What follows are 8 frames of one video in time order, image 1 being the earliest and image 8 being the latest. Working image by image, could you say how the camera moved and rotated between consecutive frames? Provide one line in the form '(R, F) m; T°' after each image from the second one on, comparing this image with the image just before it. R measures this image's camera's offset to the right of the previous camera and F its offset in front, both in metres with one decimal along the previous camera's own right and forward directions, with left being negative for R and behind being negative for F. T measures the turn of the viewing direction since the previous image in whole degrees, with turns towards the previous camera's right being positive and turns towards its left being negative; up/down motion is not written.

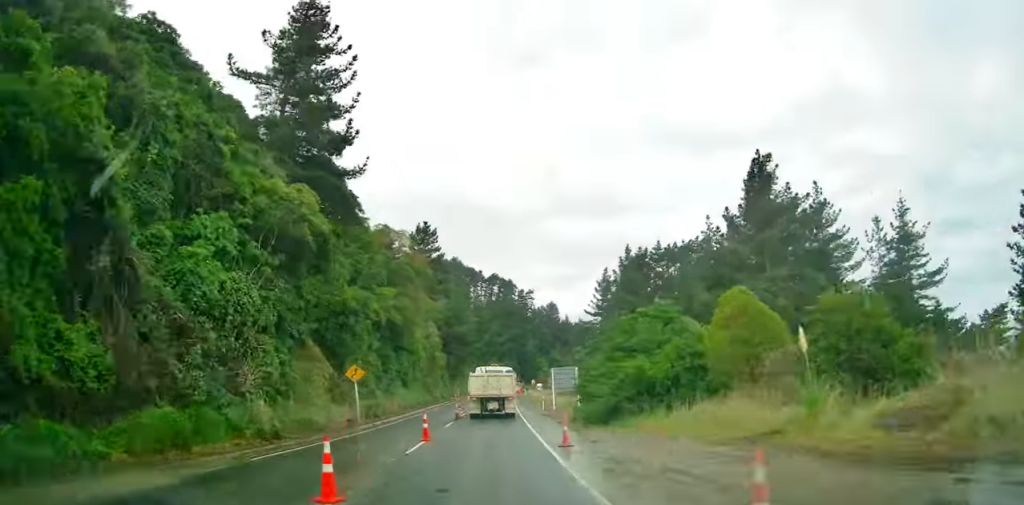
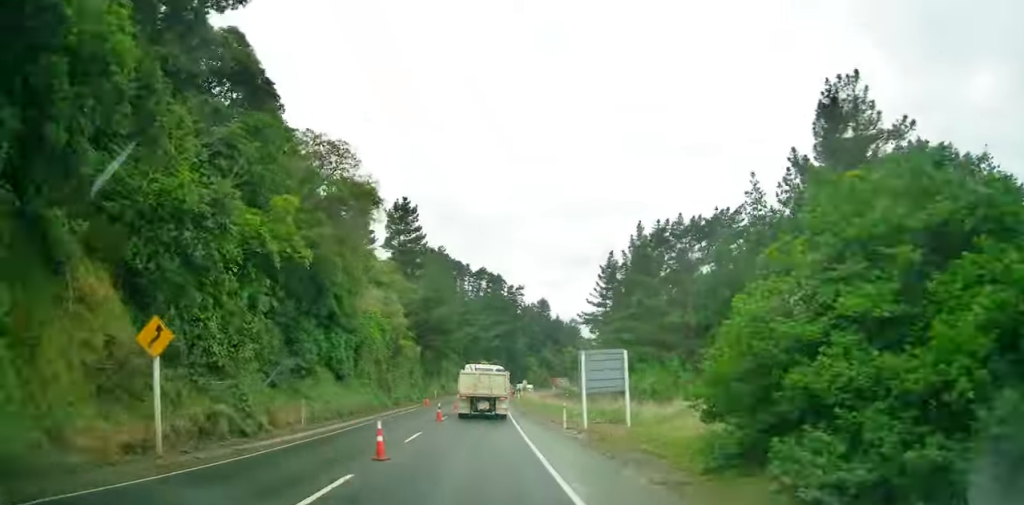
(+0.7, +16.5) m; 0°
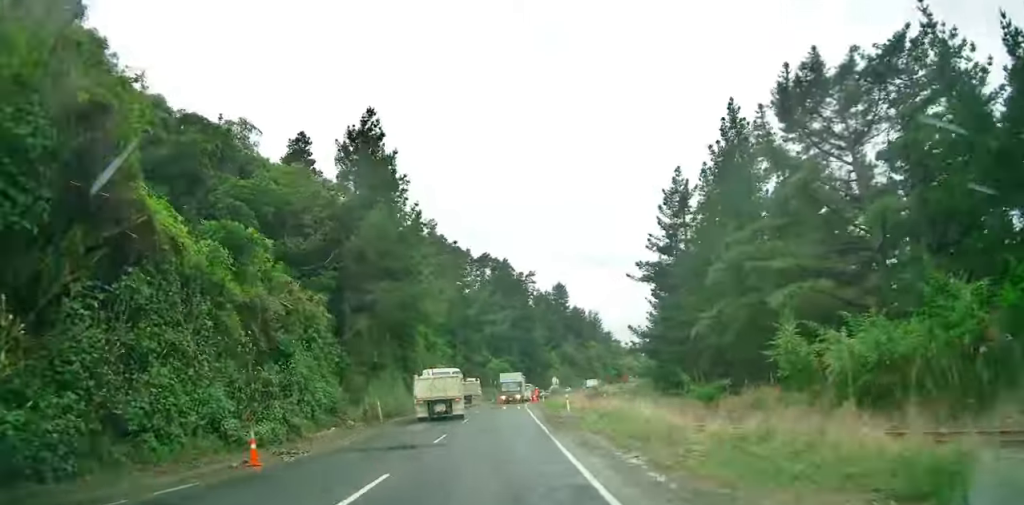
(-0.6, +40.8) m; -2°
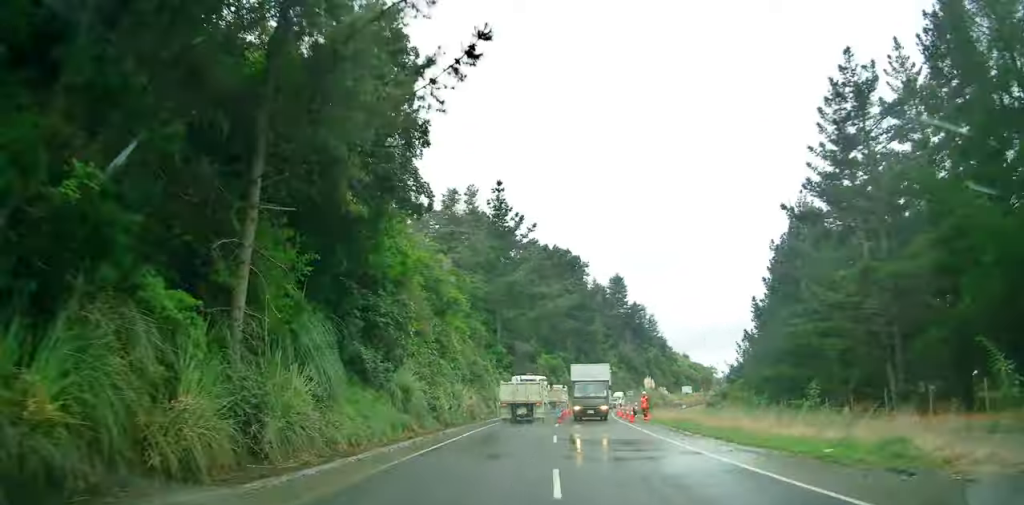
(-0.4, +29.5) m; +1°
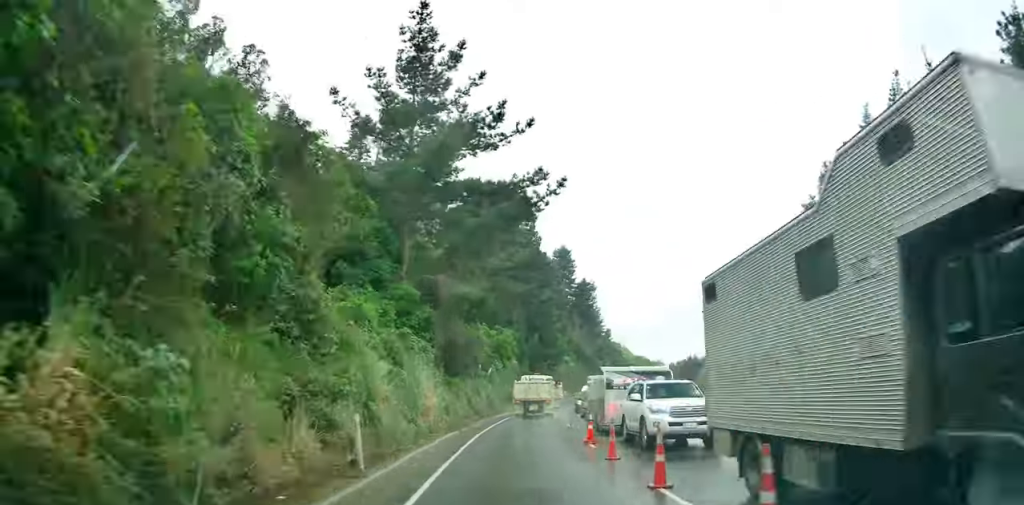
(+0.7, +32.2) m; +11°
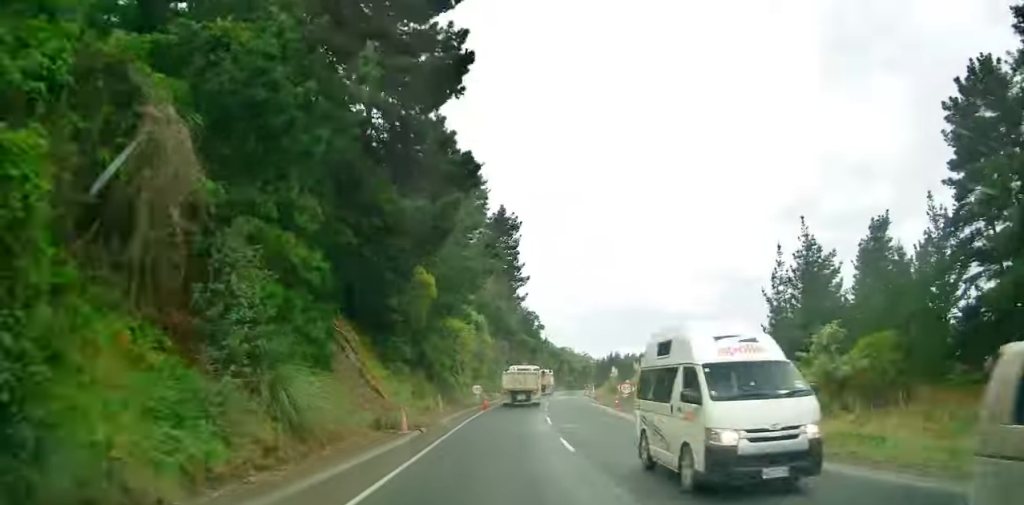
(+13.4, +56.1) m; +8°
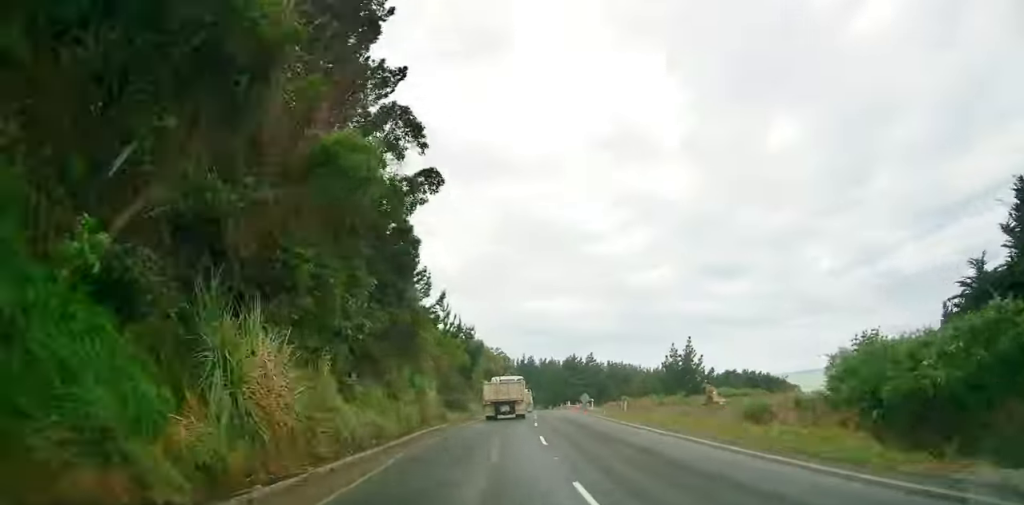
(-7.5, +79.5) m; -6°
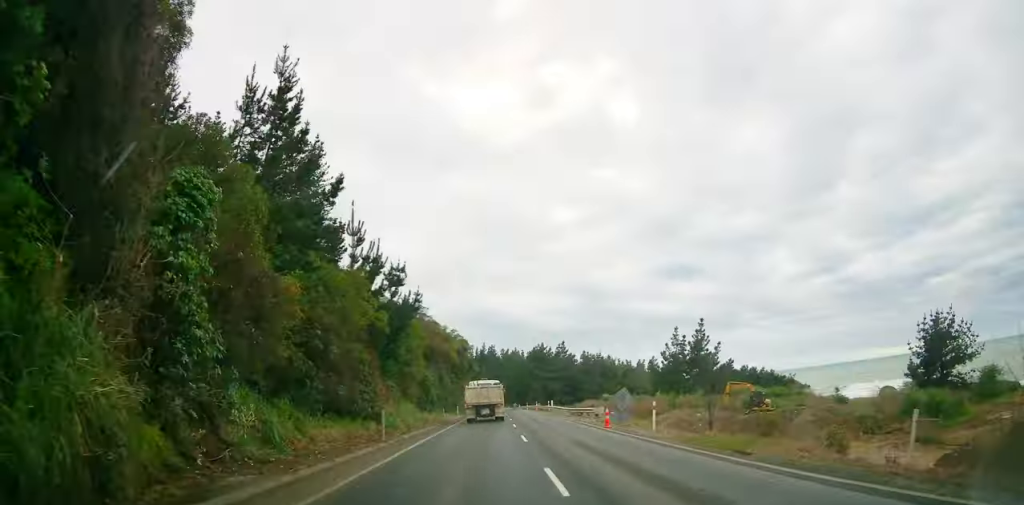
(+0.4, +38.5) m; +5°
